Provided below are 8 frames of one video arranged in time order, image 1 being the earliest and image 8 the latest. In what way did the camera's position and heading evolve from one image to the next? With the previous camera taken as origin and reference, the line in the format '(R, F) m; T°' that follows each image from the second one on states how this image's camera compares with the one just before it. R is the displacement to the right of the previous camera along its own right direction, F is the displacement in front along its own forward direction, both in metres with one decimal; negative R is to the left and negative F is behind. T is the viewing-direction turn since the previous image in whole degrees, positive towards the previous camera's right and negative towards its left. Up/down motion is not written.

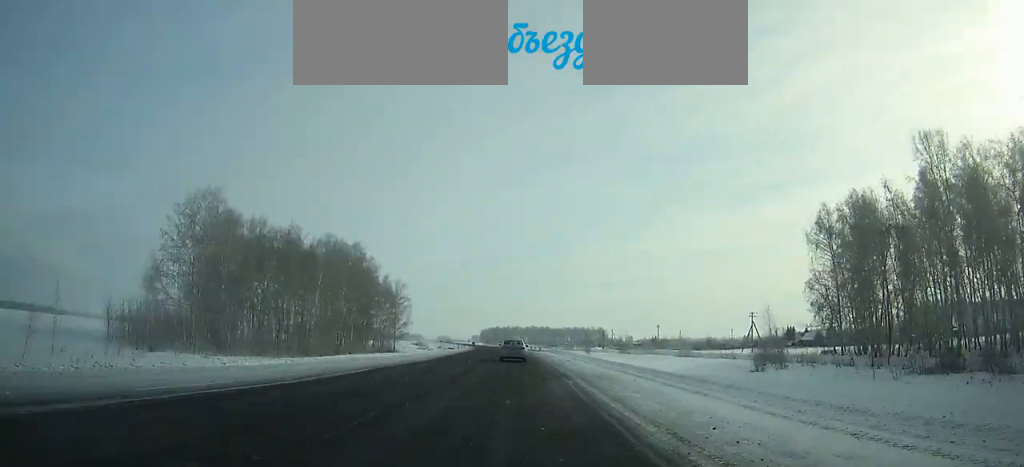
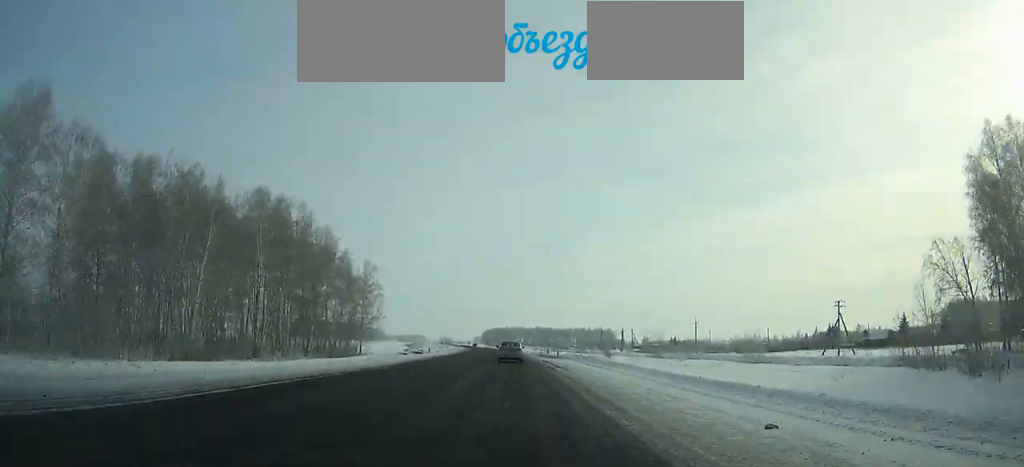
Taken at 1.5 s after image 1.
(-0.3, +33.7) m; -1°
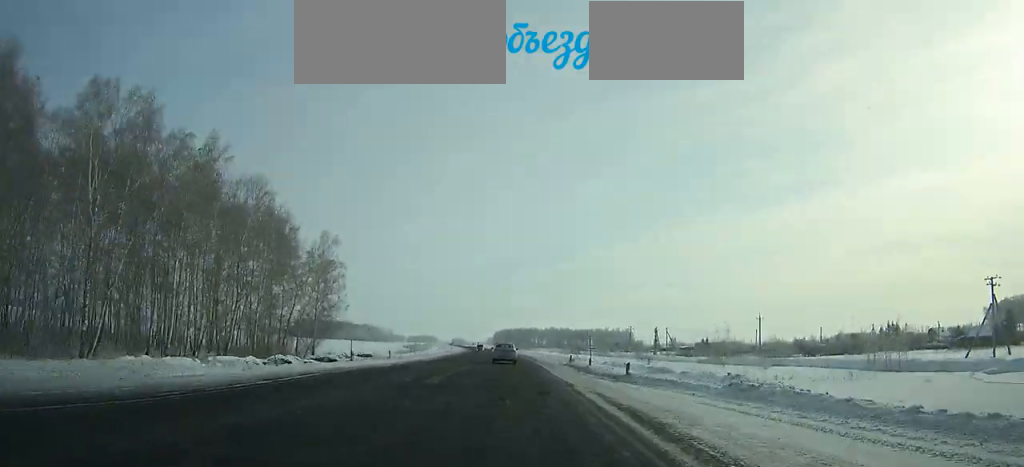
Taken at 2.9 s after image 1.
(-0.3, +31.6) m; -1°
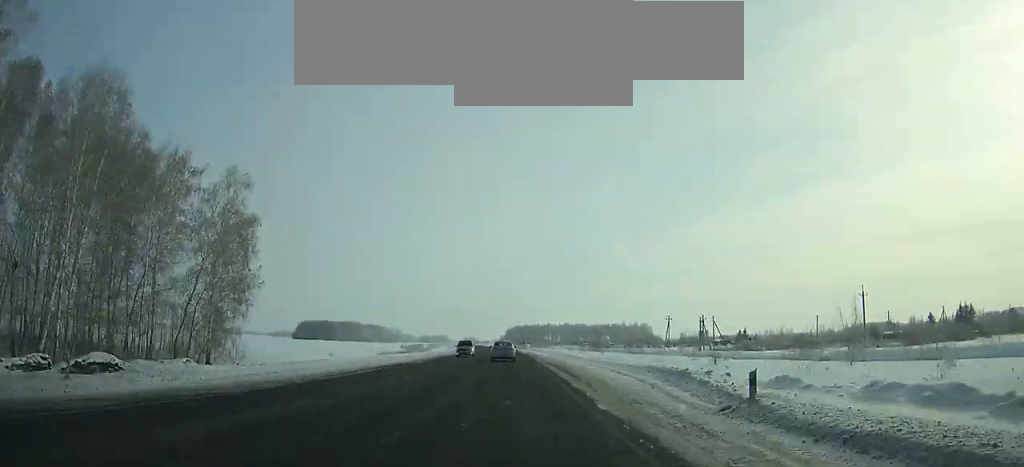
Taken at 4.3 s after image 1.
(-0.2, +31.6) m; -1°
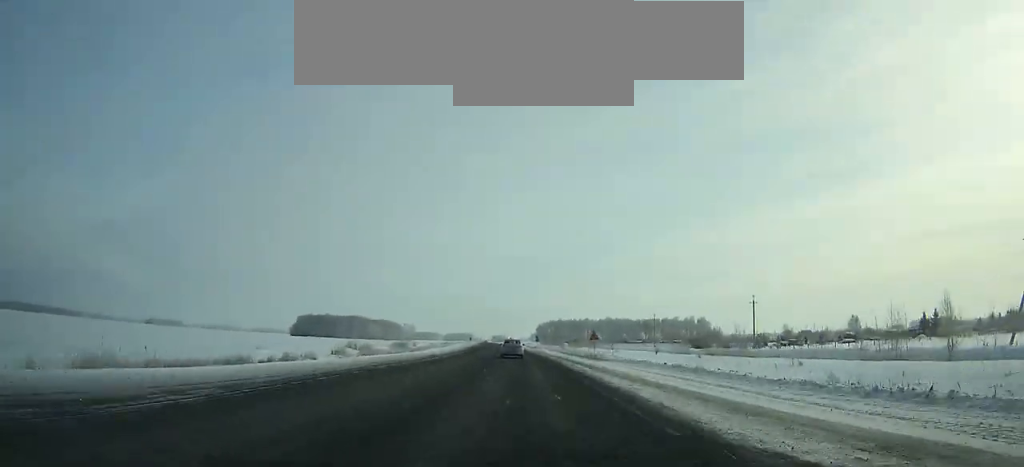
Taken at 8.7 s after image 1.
(-3.0, +100.2) m; -3°
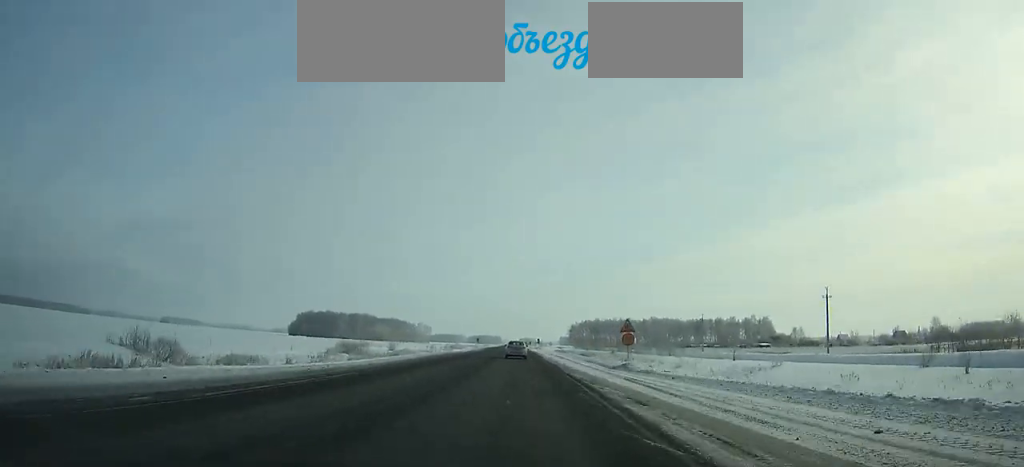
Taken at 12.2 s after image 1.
(-1.8, +80.4) m; -2°
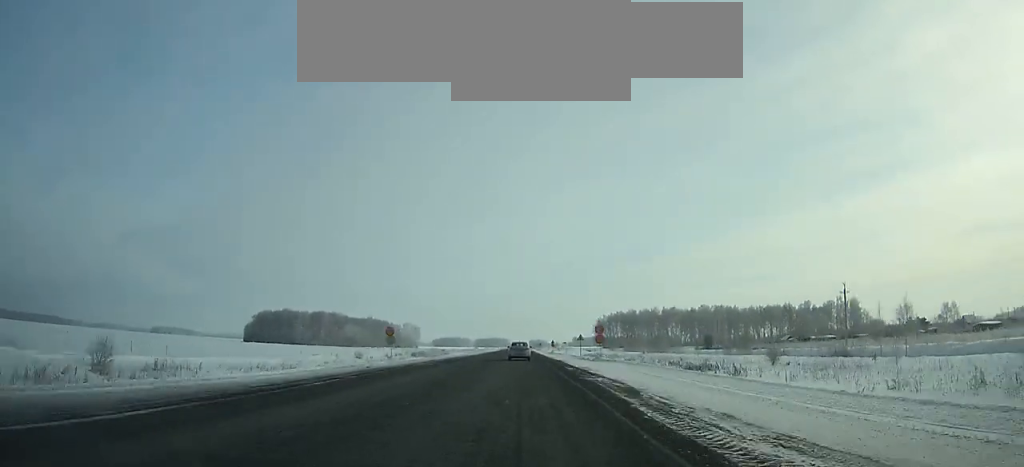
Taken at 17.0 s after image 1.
(-0.7, +106.2) m; 0°
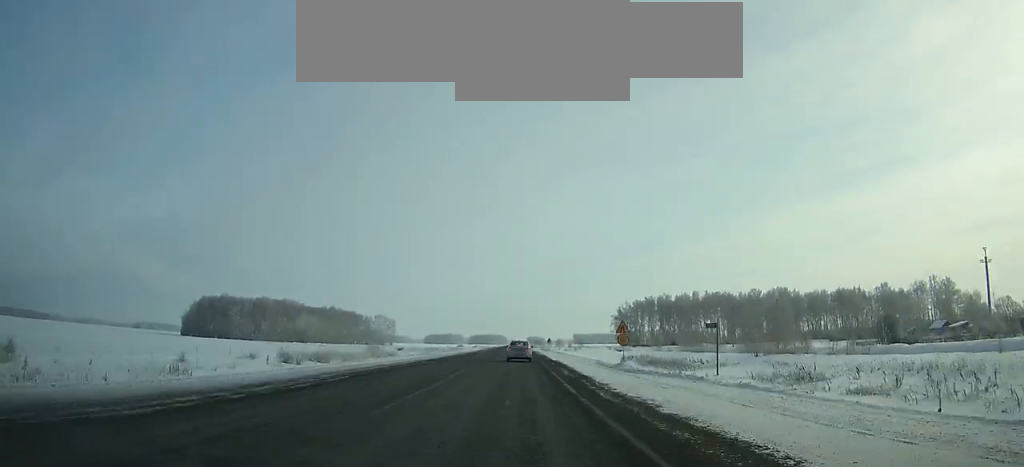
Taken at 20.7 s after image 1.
(+0.1, +71.8) m; 0°
